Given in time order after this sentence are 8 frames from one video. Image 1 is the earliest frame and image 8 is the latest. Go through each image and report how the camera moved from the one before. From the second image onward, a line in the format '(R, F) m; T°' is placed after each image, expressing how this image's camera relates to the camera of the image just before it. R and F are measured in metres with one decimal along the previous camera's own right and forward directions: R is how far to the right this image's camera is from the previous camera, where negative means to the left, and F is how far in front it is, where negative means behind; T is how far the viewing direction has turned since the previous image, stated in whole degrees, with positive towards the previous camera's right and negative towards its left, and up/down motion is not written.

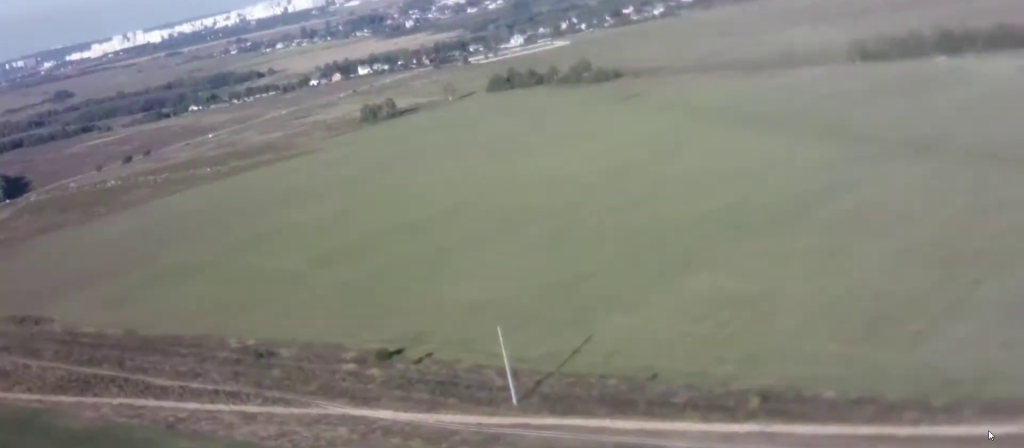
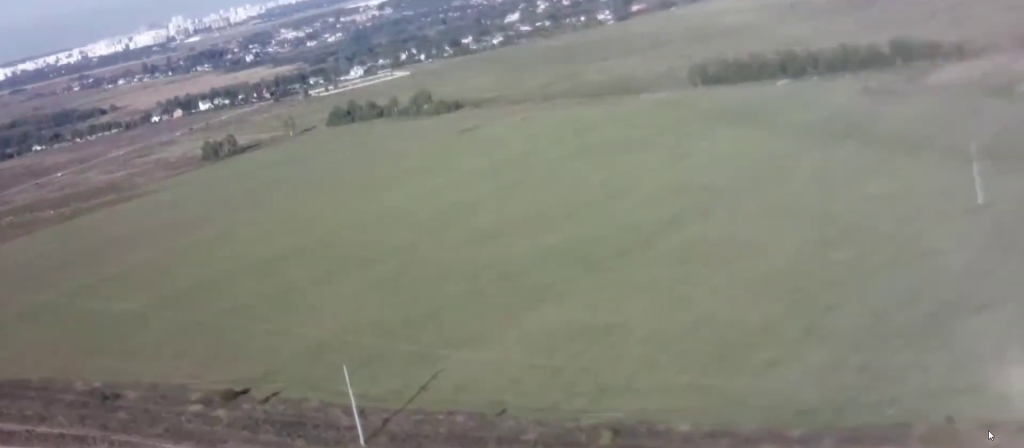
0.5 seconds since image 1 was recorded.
(-0.1, +5.9) m; +2°
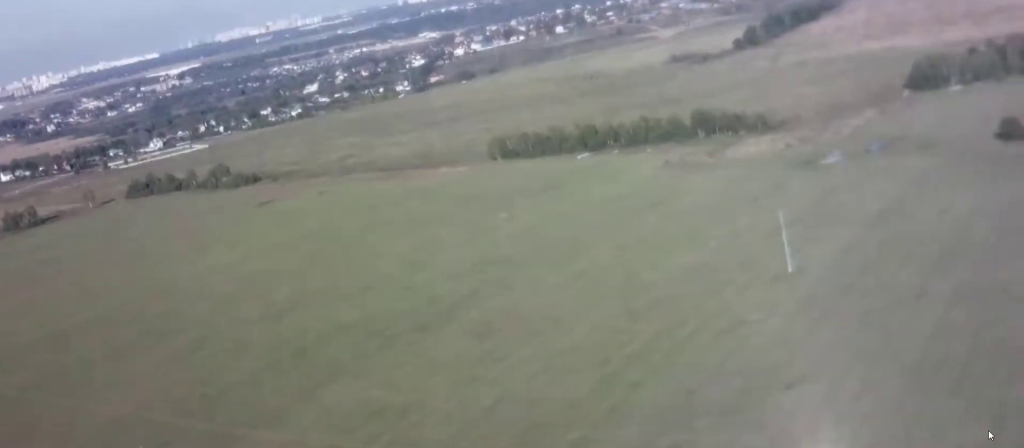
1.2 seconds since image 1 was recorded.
(+0.4, +8.9) m; +5°
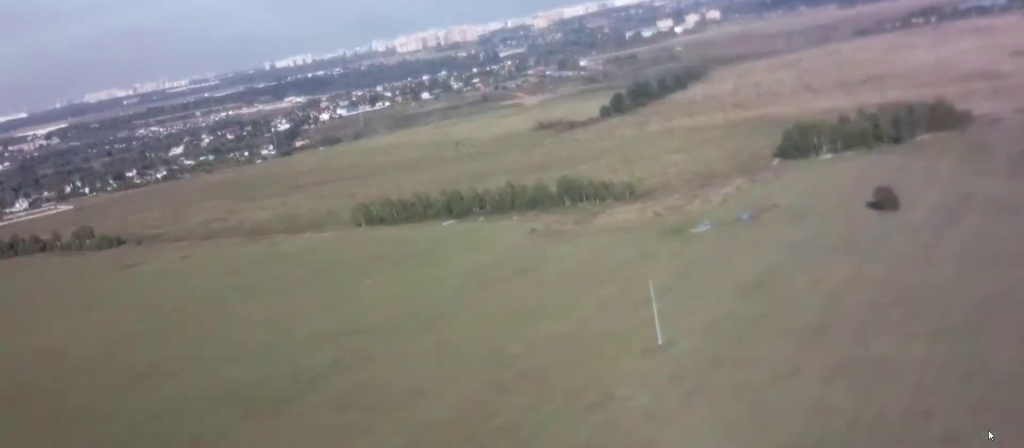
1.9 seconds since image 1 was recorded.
(+0.4, +9.0) m; +5°
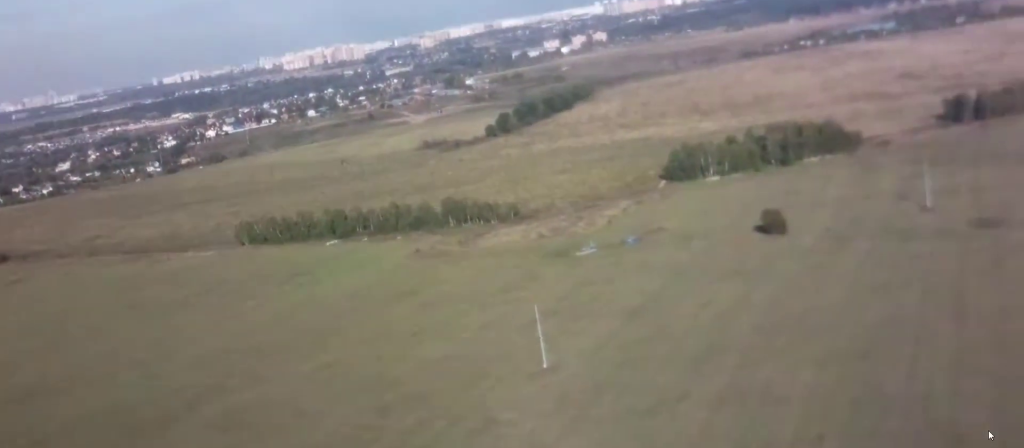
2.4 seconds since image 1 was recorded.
(+0.1, +5.5) m; +3°
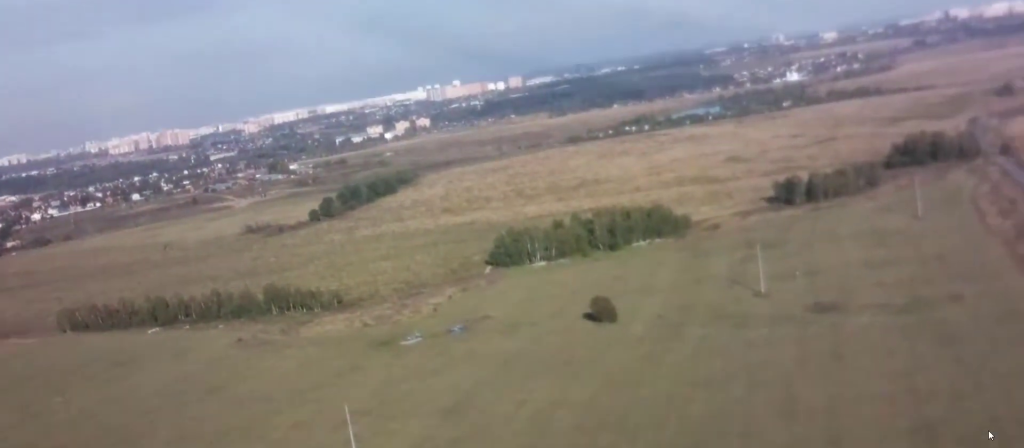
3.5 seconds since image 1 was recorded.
(+1.1, +15.3) m; +9°
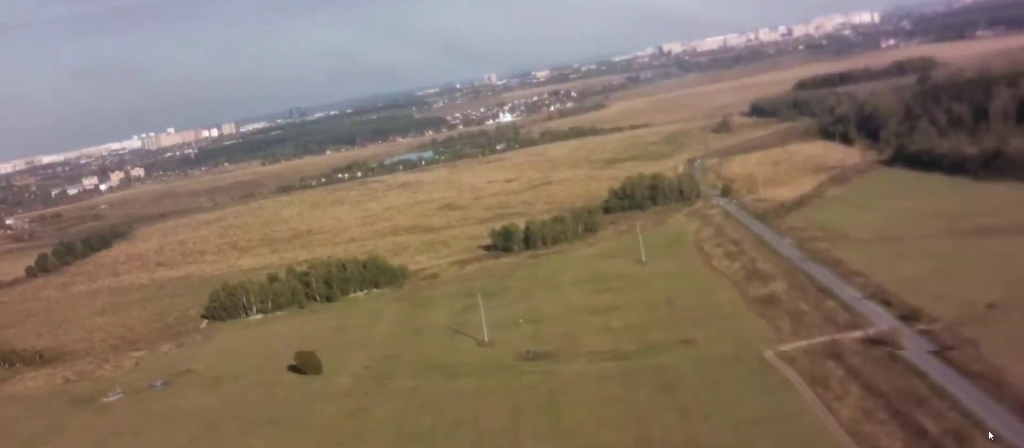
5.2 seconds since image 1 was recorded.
(+2.9, +21.5) m; +12°
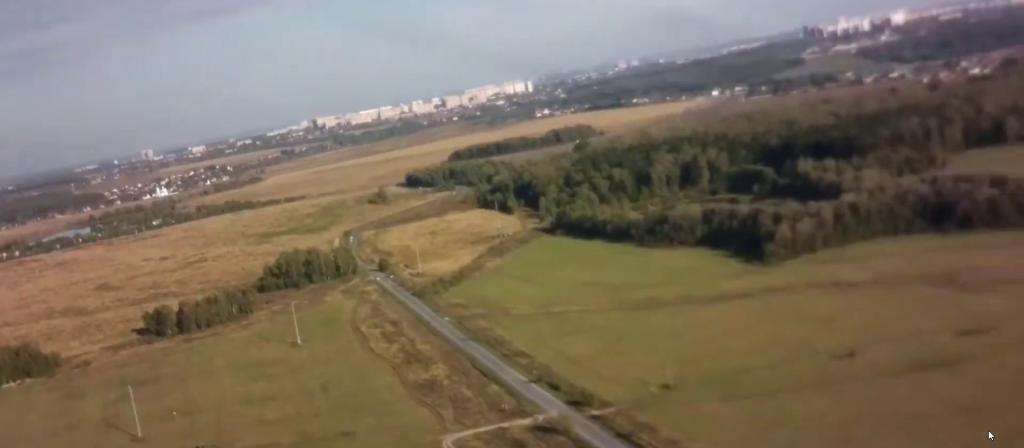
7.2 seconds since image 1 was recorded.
(+2.3, +26.3) m; +13°
